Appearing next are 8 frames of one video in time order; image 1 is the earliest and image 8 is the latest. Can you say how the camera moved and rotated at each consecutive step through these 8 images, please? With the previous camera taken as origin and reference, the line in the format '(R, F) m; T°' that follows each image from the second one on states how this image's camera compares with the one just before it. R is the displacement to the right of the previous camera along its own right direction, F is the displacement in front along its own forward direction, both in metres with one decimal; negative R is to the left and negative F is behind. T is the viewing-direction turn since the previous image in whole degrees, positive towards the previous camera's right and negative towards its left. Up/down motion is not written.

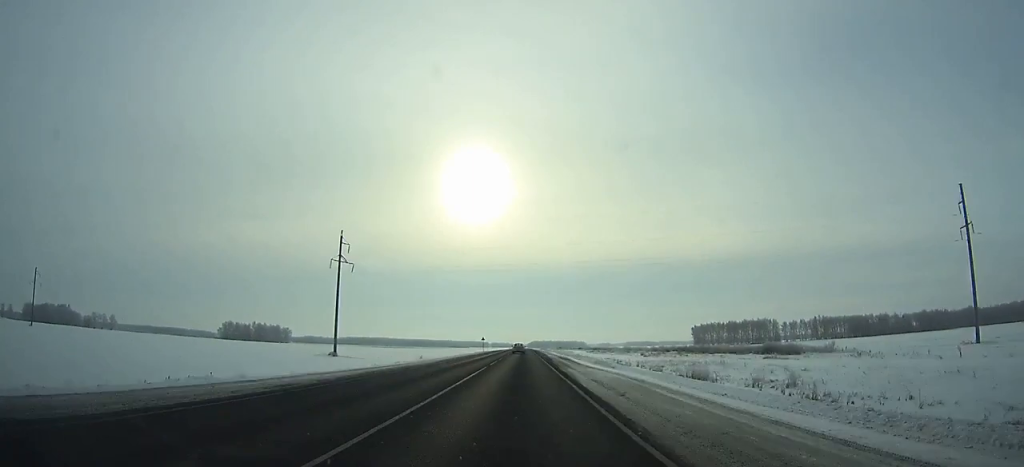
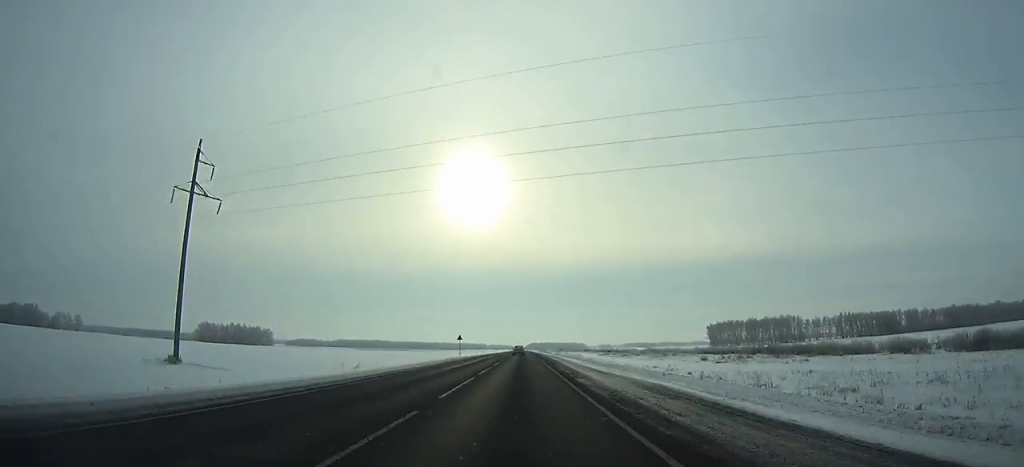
(0.0, +45.4) m; 0°
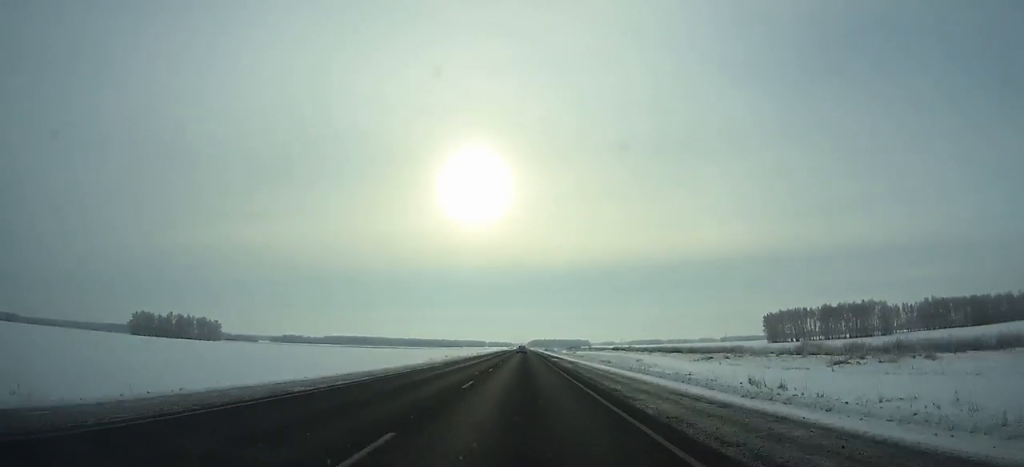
(0.0, +106.9) m; 0°
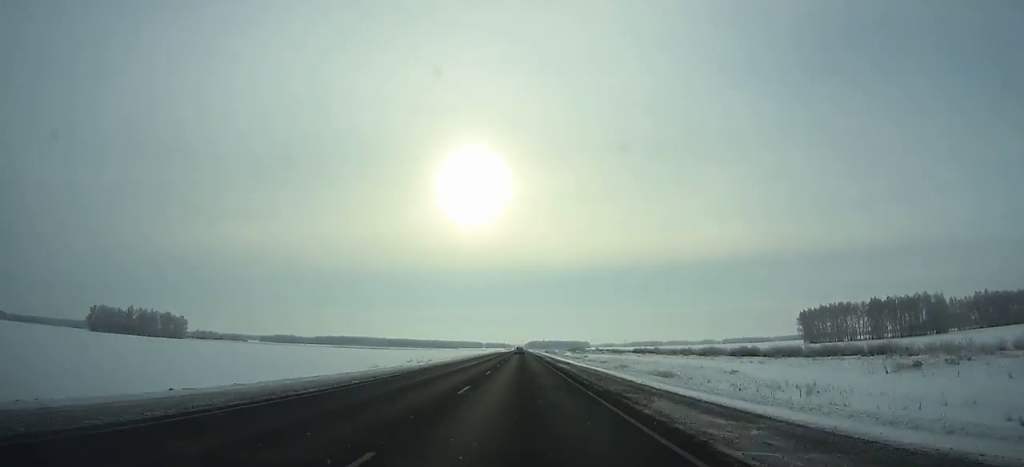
(-0.1, +49.8) m; 0°
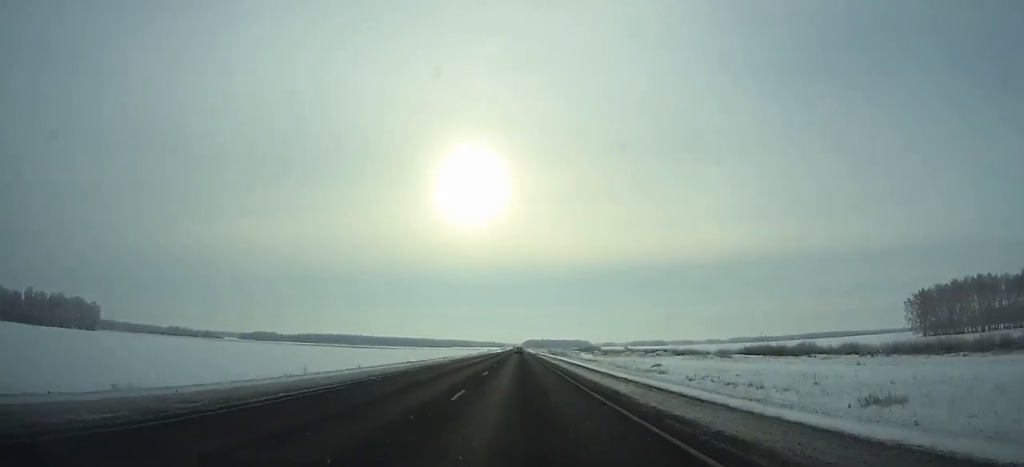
(+0.3, +98.9) m; 0°
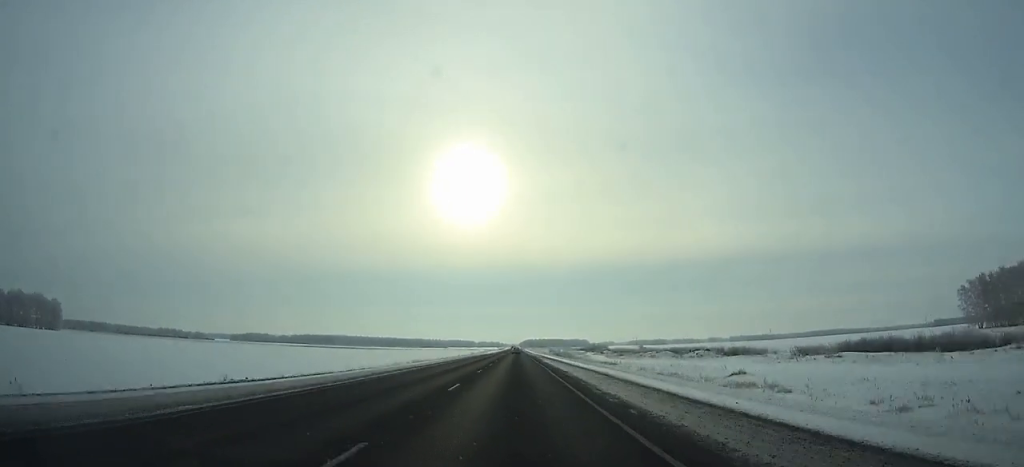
(-0.1, +33.7) m; 0°
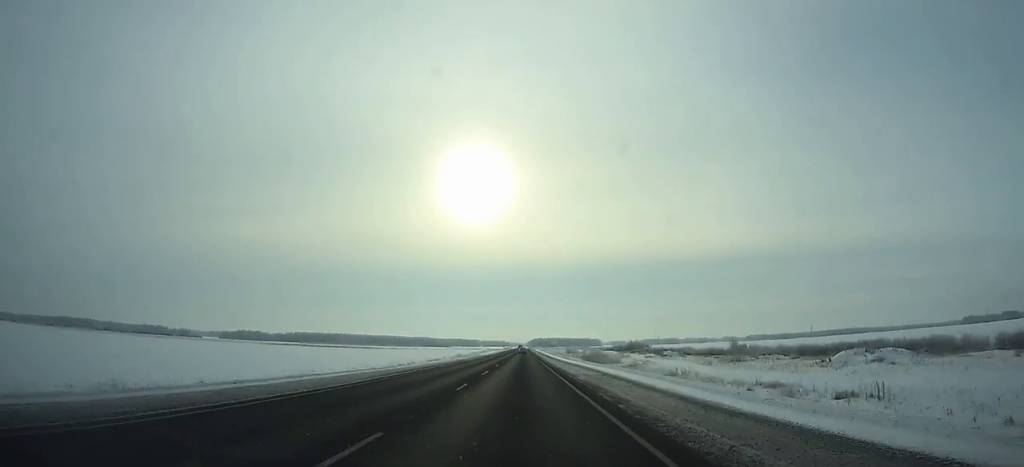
(-0.1, +83.7) m; 0°
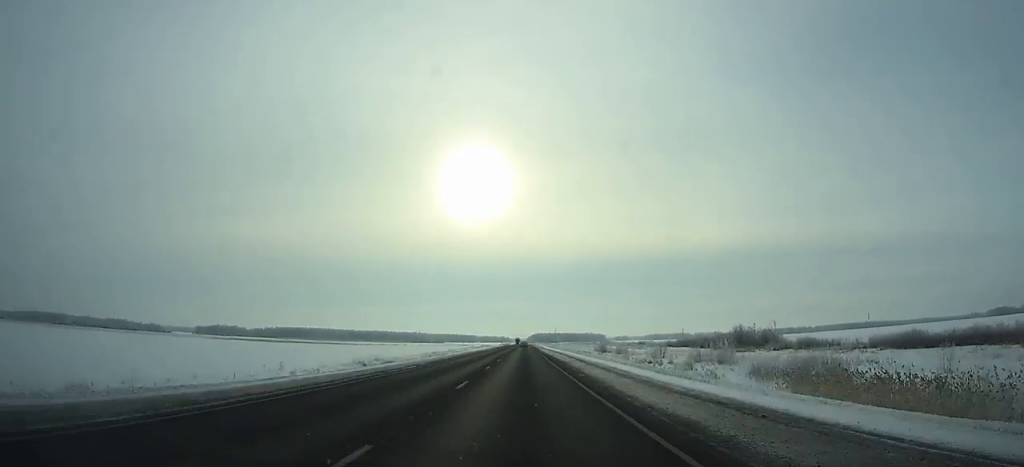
(-0.1, +108.8) m; 0°
